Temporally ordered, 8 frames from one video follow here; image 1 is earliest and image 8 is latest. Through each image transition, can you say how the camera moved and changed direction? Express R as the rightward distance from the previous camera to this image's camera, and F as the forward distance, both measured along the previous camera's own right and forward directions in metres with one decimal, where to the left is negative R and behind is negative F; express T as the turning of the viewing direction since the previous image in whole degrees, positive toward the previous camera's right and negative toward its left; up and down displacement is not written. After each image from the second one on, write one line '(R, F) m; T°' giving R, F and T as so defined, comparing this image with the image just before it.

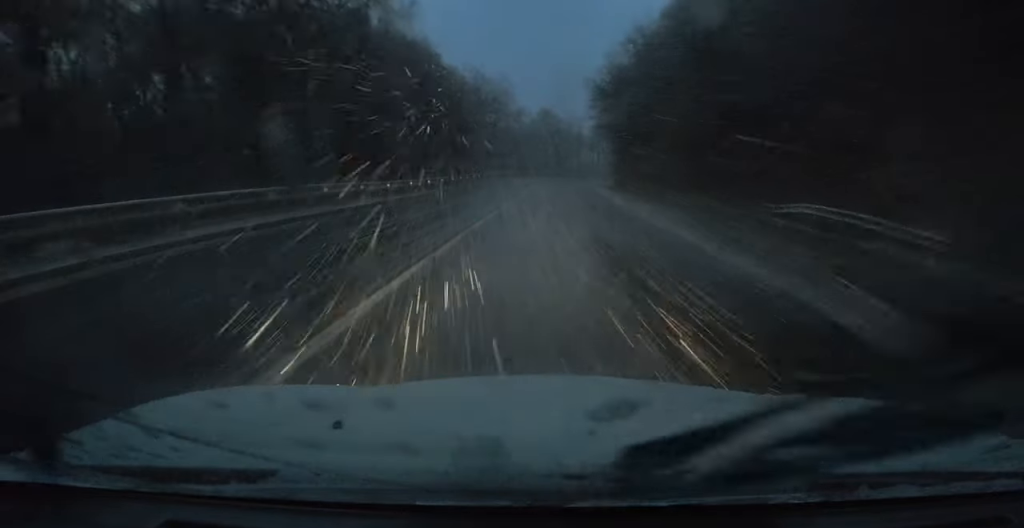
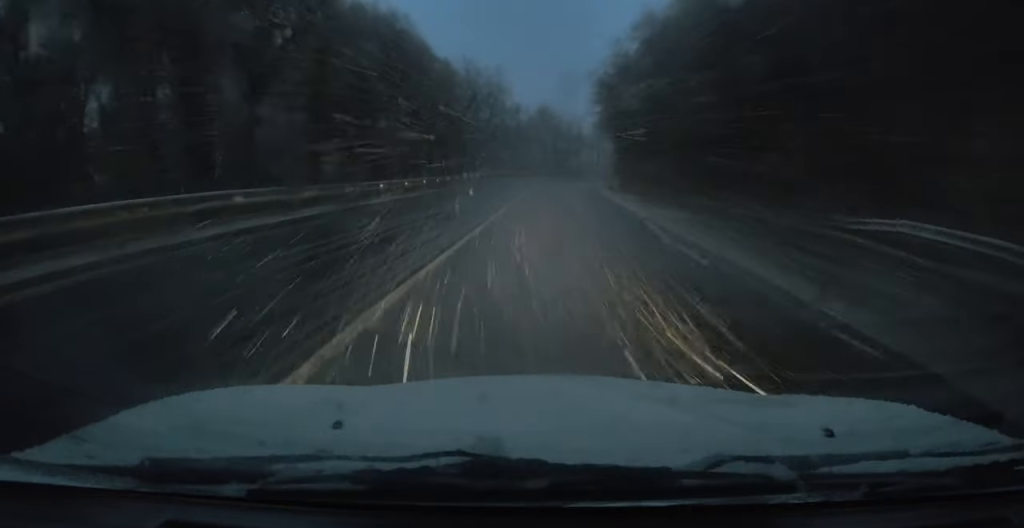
(0.0, +5.5) m; 0°
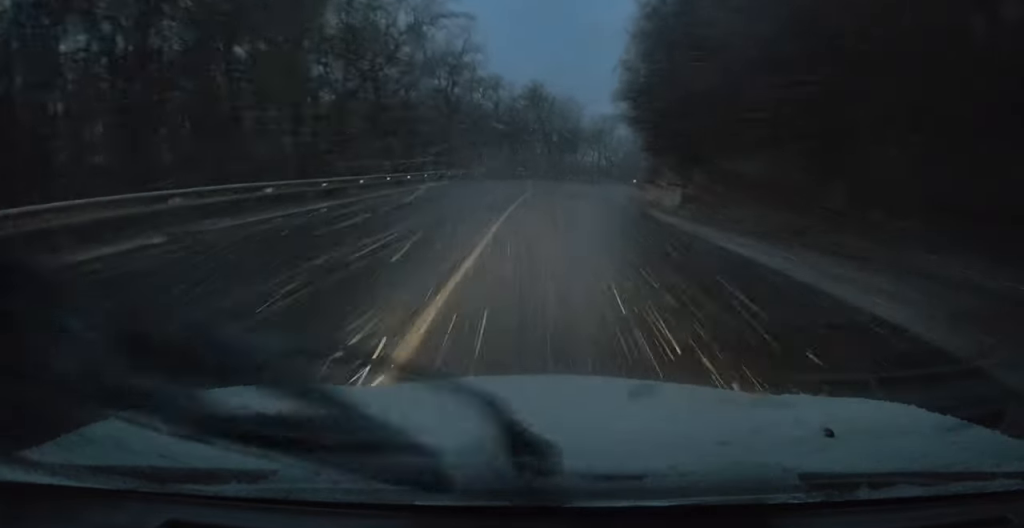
(+0.3, +26.2) m; +3°
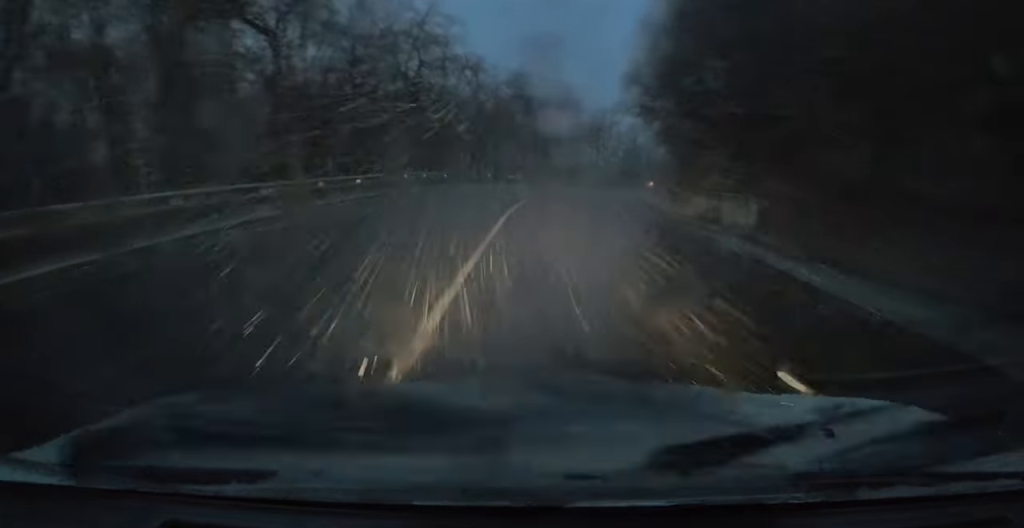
(+0.3, +11.4) m; +2°
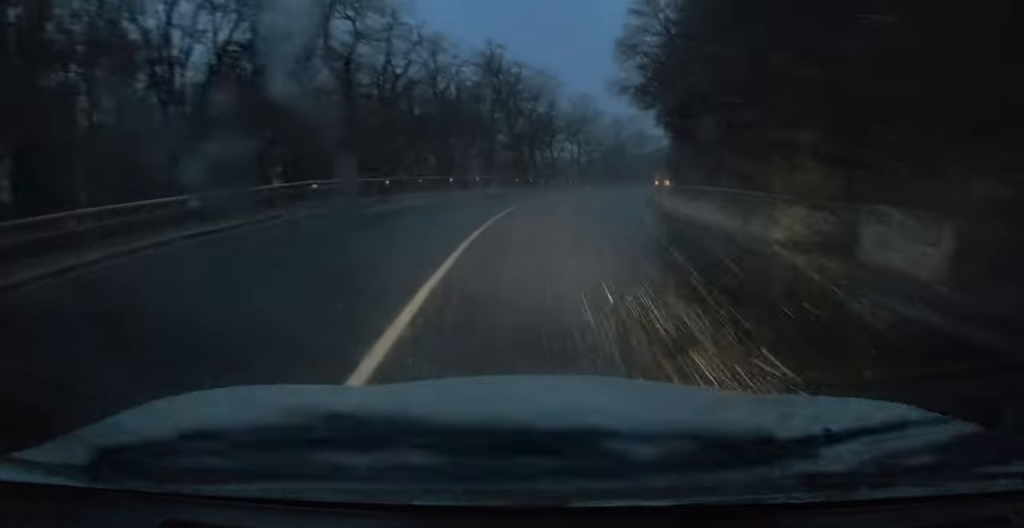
(+0.2, +10.2) m; +2°
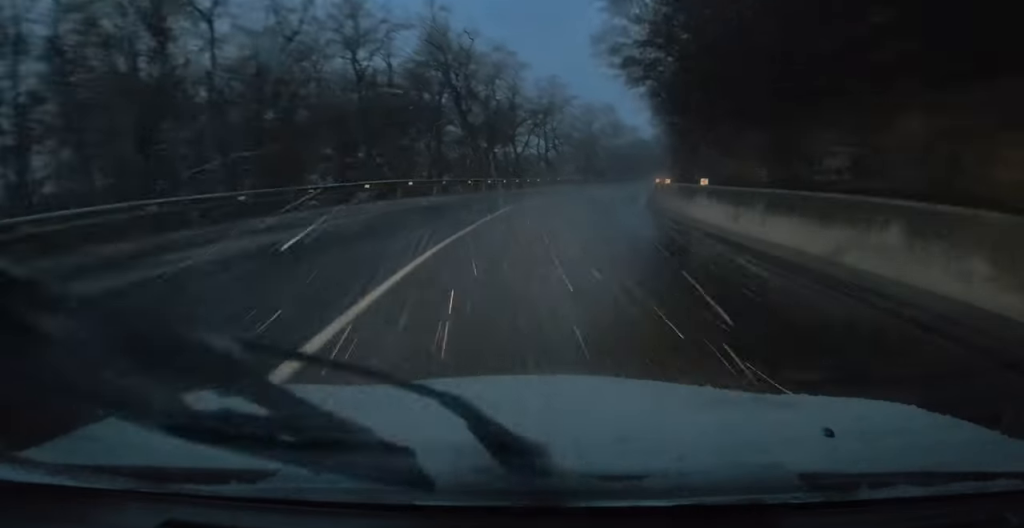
(+0.3, +11.5) m; +2°
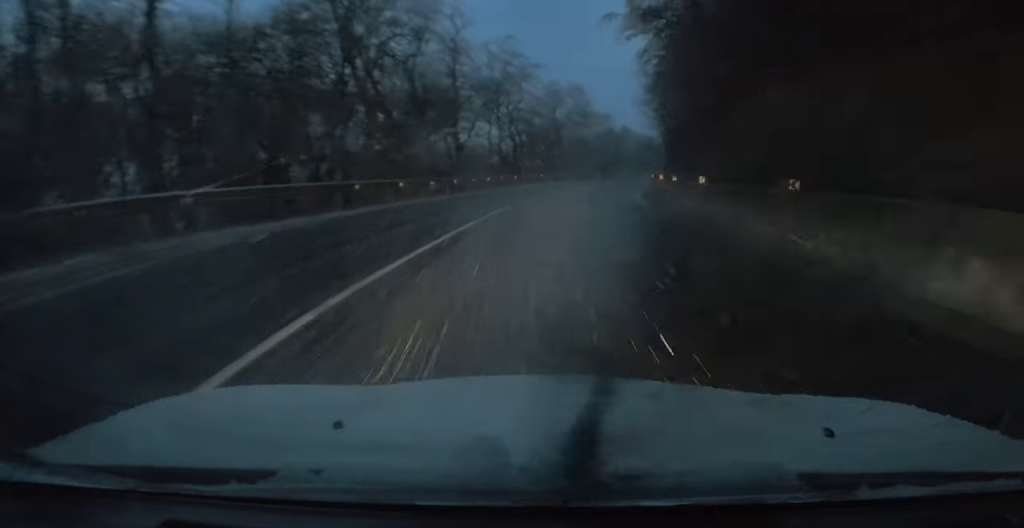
(+0.4, +15.5) m; +3°
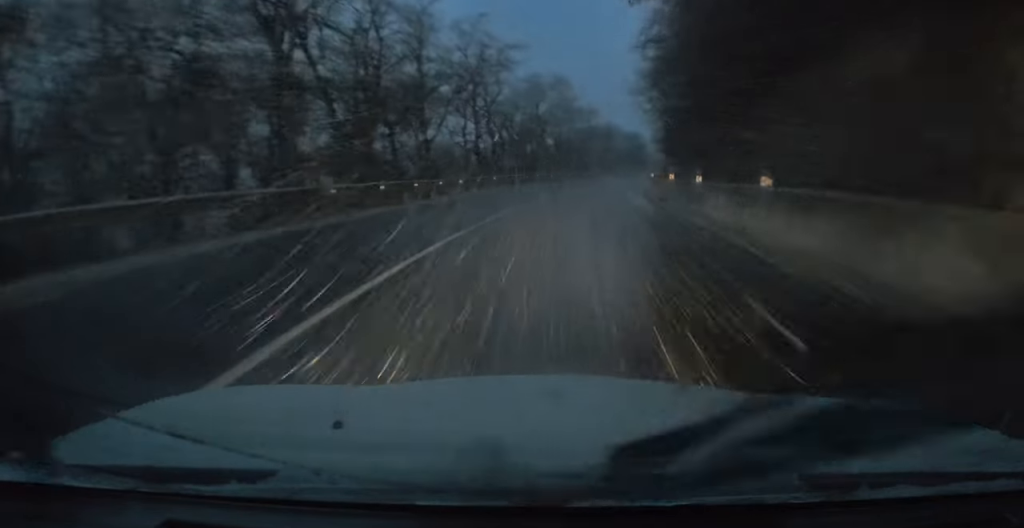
(+0.1, +6.1) m; +2°
